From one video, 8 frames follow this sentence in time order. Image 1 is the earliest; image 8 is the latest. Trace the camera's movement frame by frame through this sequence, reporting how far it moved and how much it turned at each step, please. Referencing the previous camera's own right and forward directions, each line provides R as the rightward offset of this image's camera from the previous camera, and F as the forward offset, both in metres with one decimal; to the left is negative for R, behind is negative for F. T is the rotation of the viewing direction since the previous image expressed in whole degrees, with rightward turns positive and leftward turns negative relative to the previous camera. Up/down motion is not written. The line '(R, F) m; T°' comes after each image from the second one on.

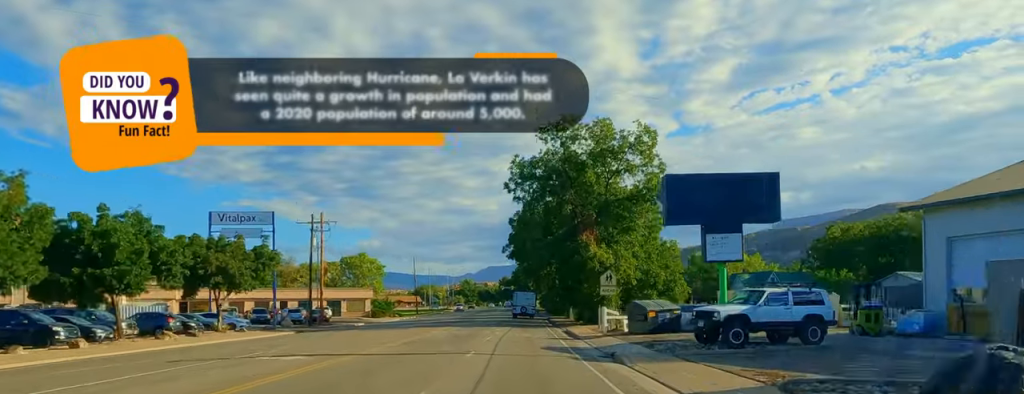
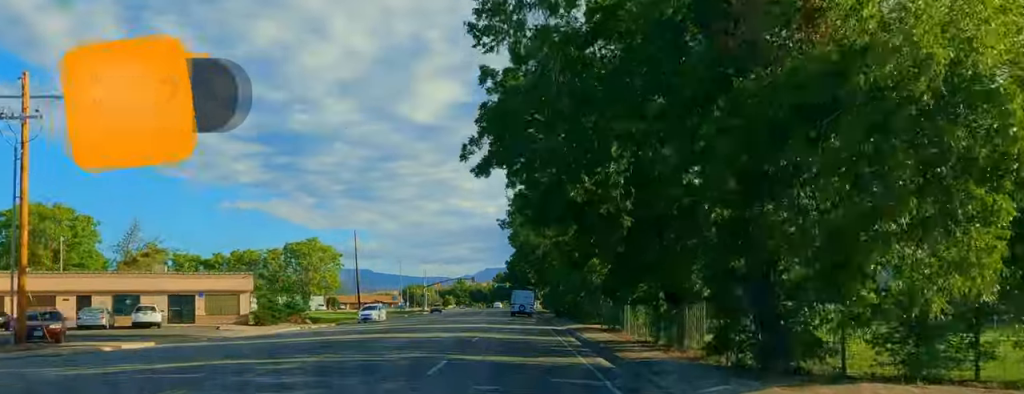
(+0.2, +44.8) m; 0°
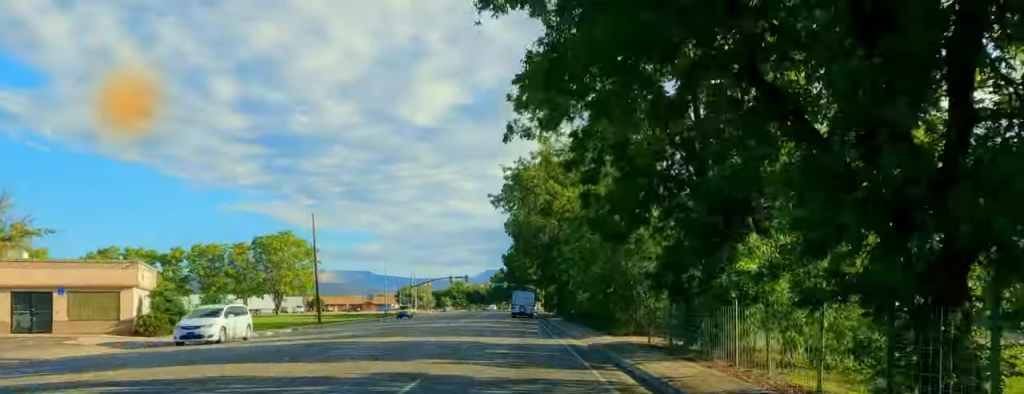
(+0.1, +17.2) m; -1°
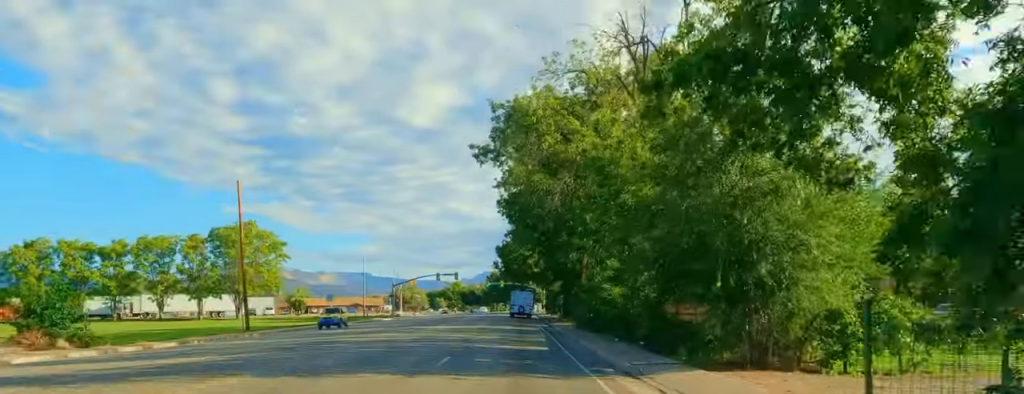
(0.0, +17.6) m; 0°
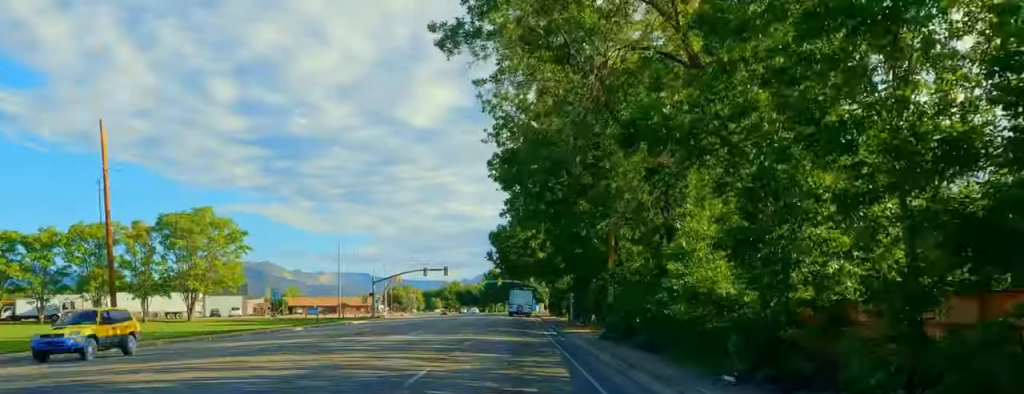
(-0.3, +16.4) m; 0°
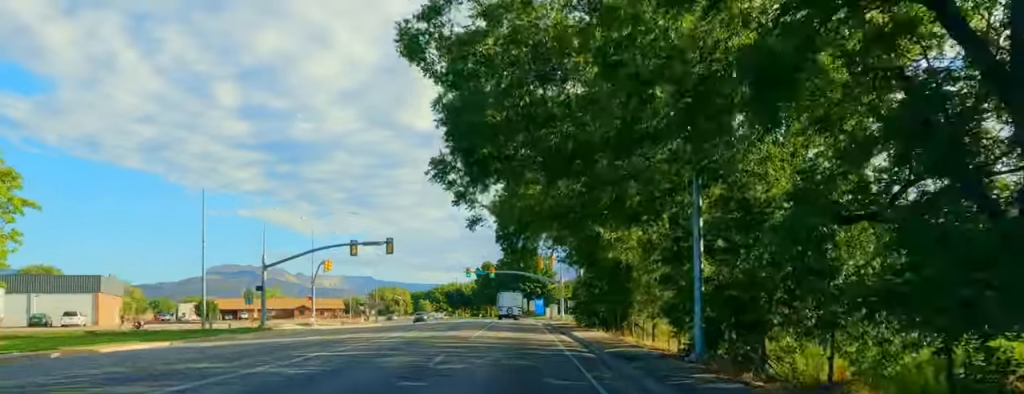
(+0.7, +45.0) m; +2°
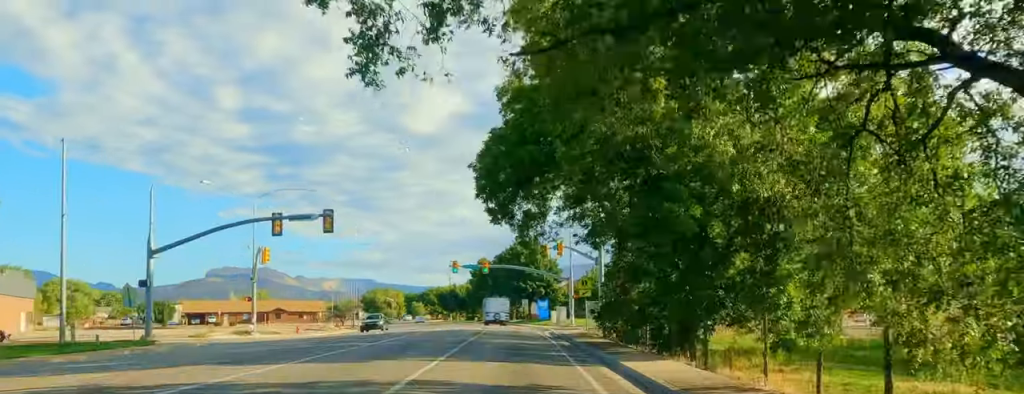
(+0.4, +18.1) m; -1°
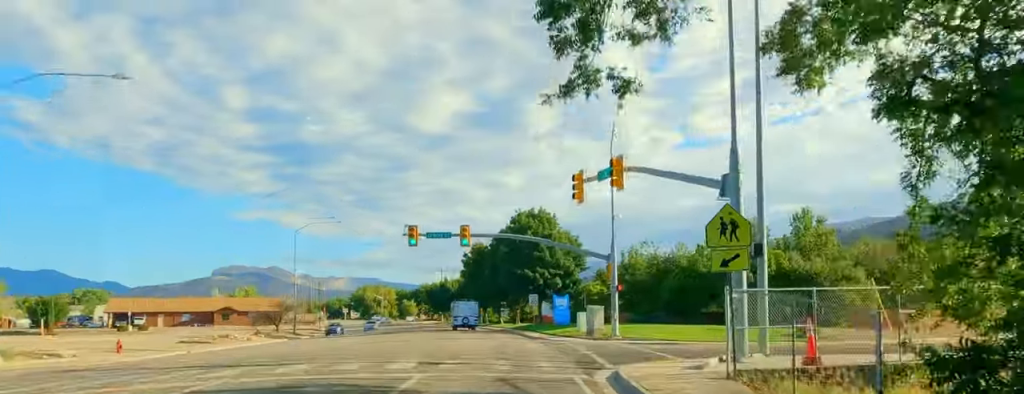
(-1.1, +32.4) m; -3°
